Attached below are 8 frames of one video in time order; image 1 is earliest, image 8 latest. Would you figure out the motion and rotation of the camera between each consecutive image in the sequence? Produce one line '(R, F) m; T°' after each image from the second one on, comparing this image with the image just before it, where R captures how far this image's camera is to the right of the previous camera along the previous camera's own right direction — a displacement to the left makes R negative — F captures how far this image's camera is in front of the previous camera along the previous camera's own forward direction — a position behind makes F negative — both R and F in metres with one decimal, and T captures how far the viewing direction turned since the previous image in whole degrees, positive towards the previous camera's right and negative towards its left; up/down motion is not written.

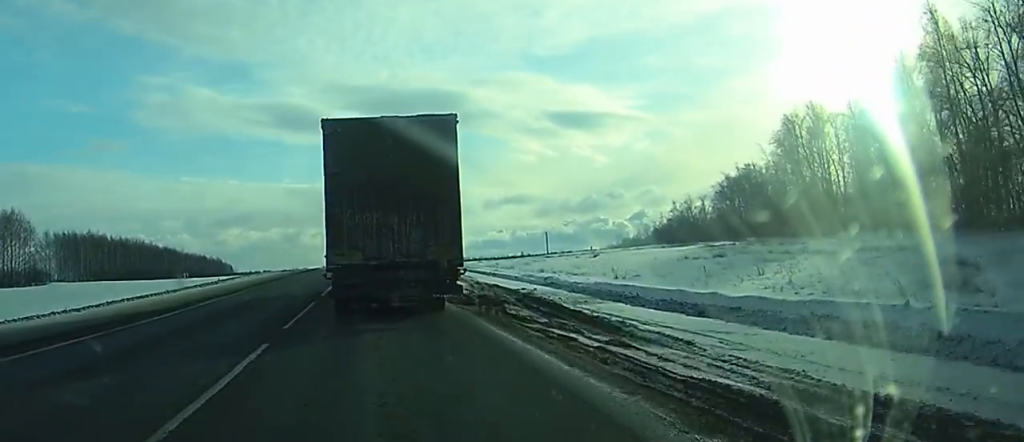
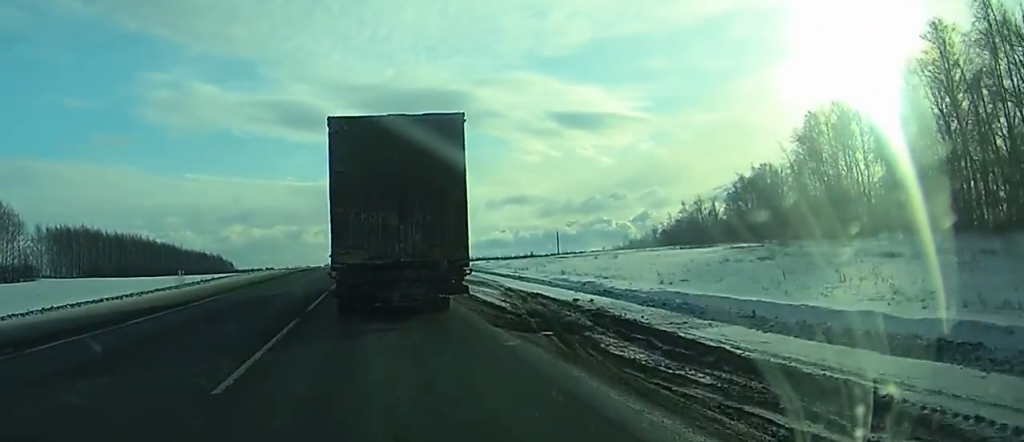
(0.0, +7.3) m; 0°
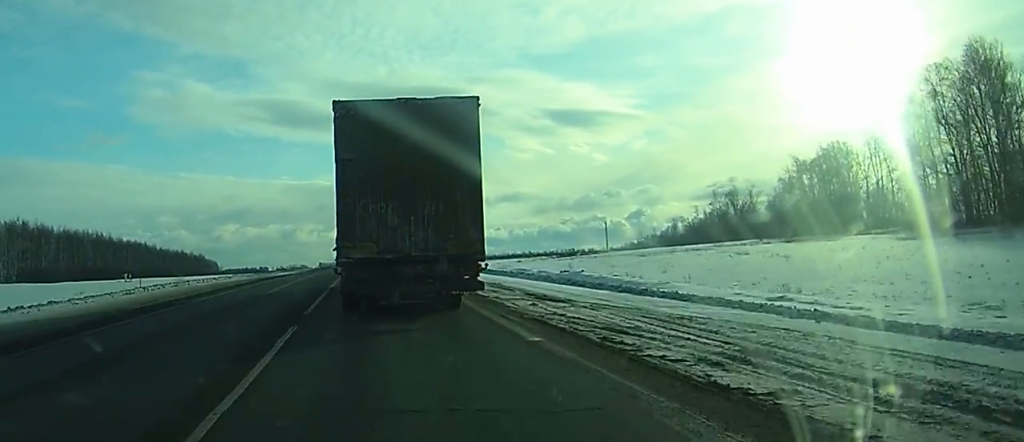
(0.0, +37.8) m; 0°
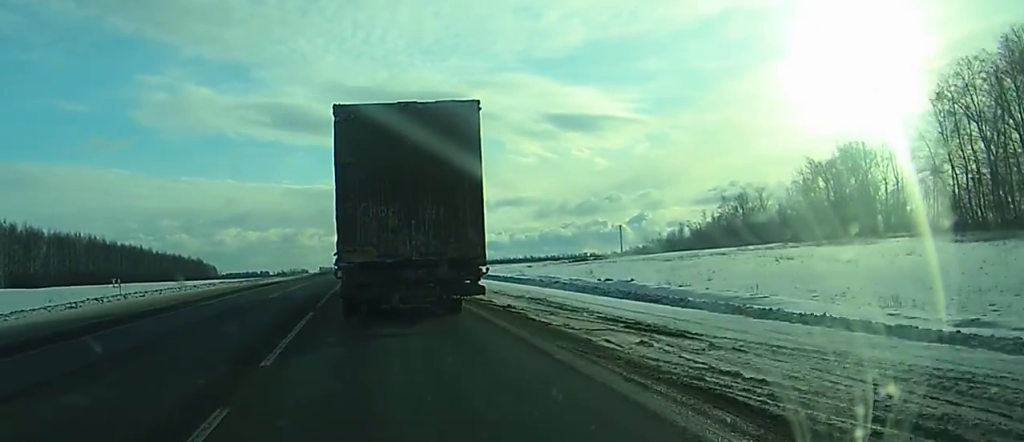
(0.0, +7.4) m; 0°
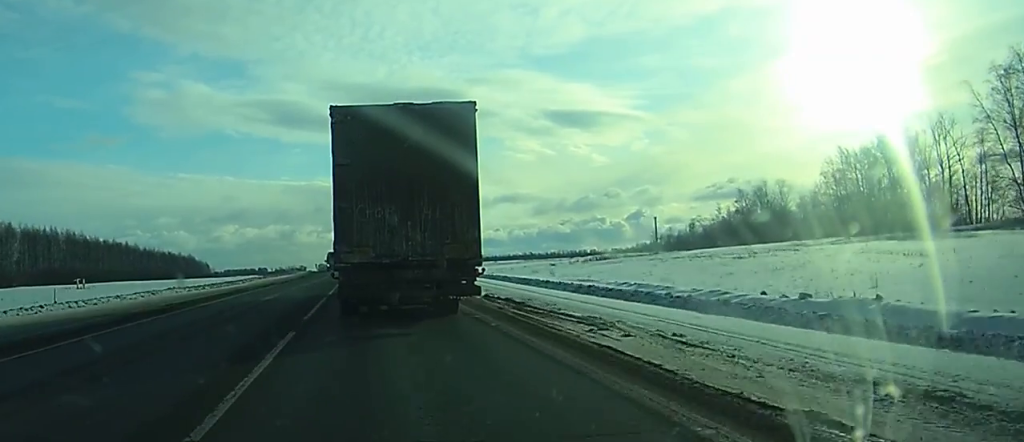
(0.0, +16.7) m; 0°
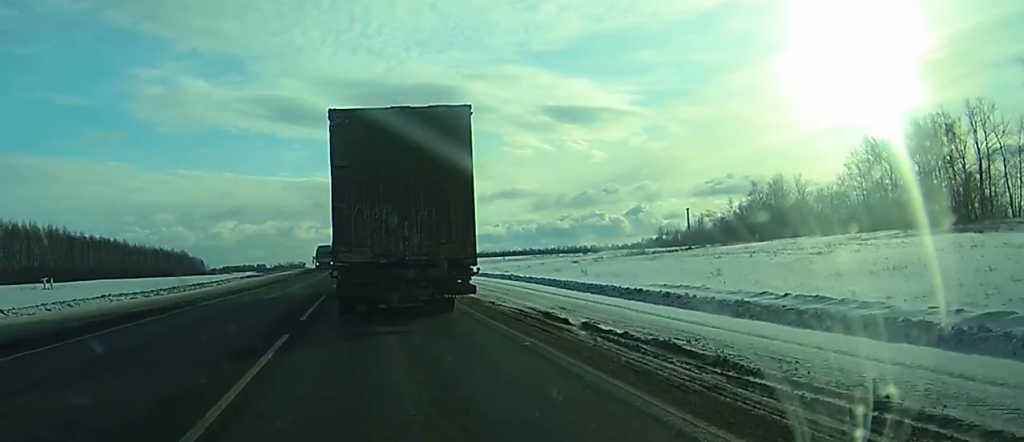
(-0.1, +12.3) m; 0°
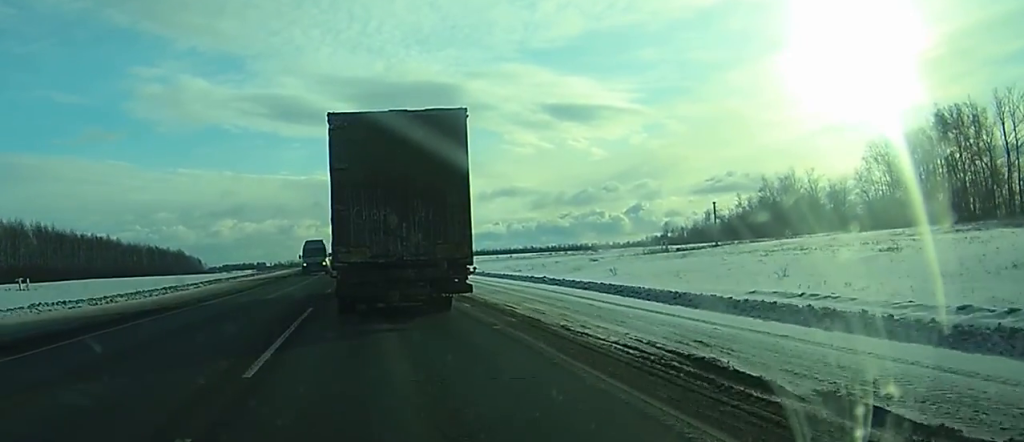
(0.0, +8.2) m; 0°
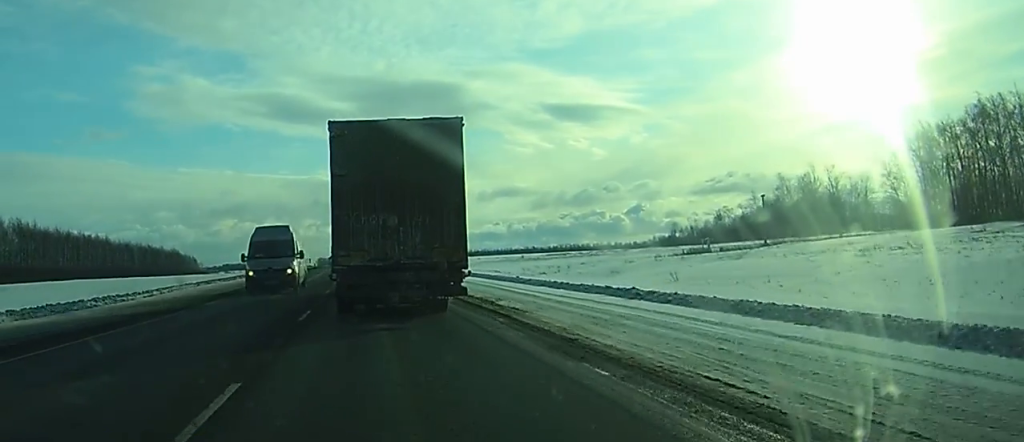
(+0.1, +12.2) m; 0°
